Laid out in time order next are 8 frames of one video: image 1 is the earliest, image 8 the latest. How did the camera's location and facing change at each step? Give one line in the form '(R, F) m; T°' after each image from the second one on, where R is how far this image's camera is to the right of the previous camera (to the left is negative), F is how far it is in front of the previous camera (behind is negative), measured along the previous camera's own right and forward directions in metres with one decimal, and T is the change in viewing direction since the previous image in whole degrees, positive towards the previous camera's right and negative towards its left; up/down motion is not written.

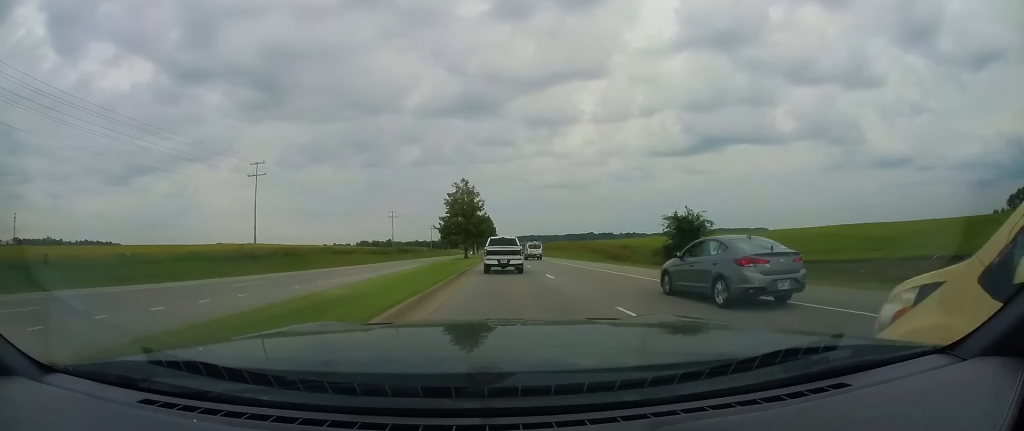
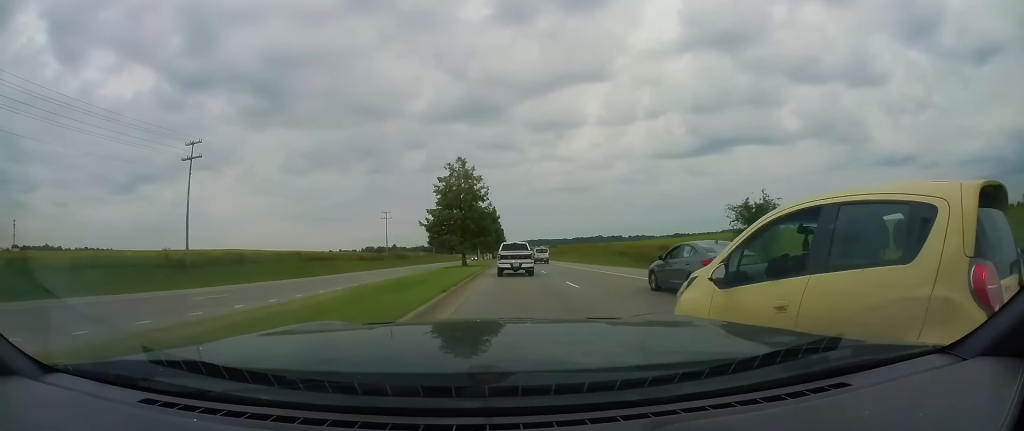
(0.0, +14.9) m; +1°
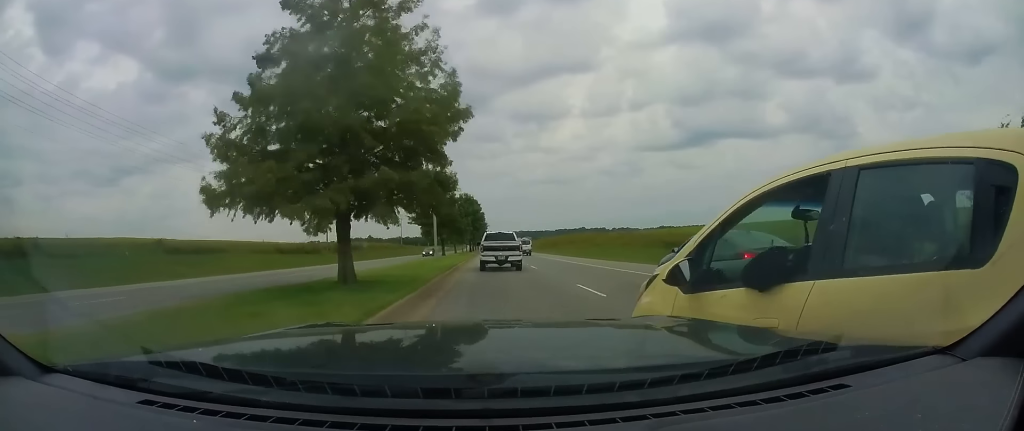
(+0.5, +27.8) m; +1°
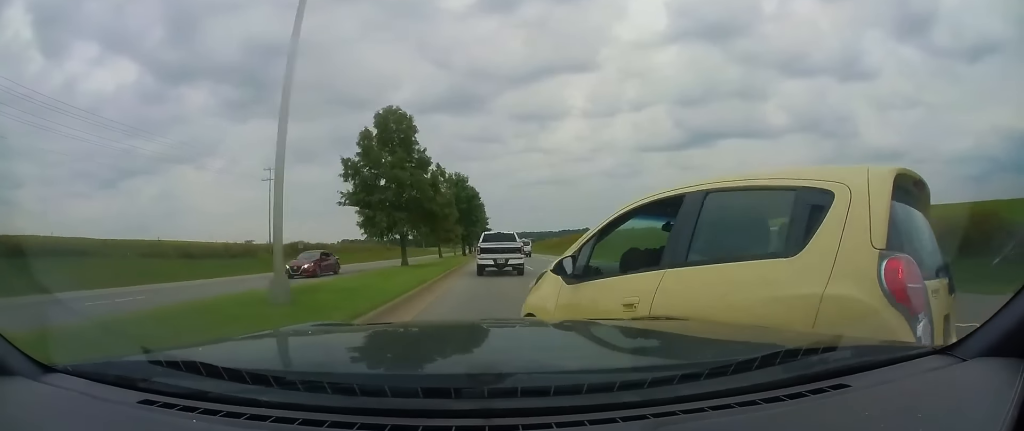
(0.0, +23.4) m; 0°
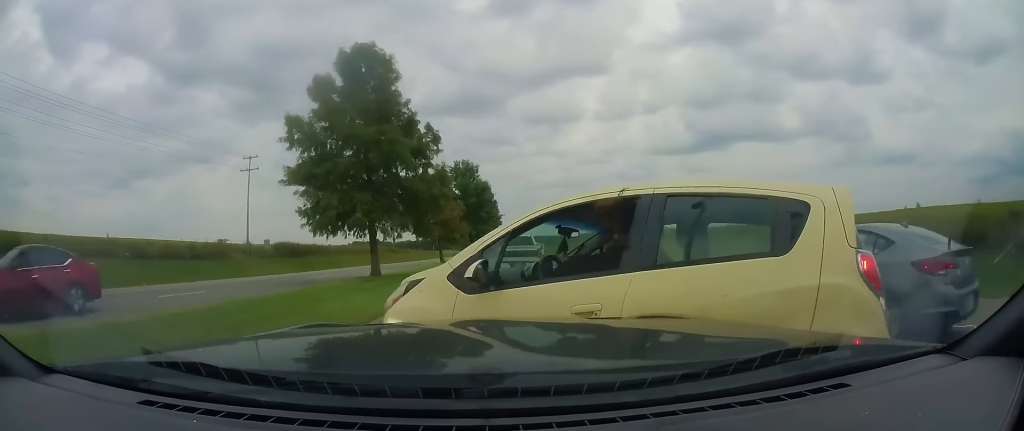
(0.0, +9.3) m; 0°
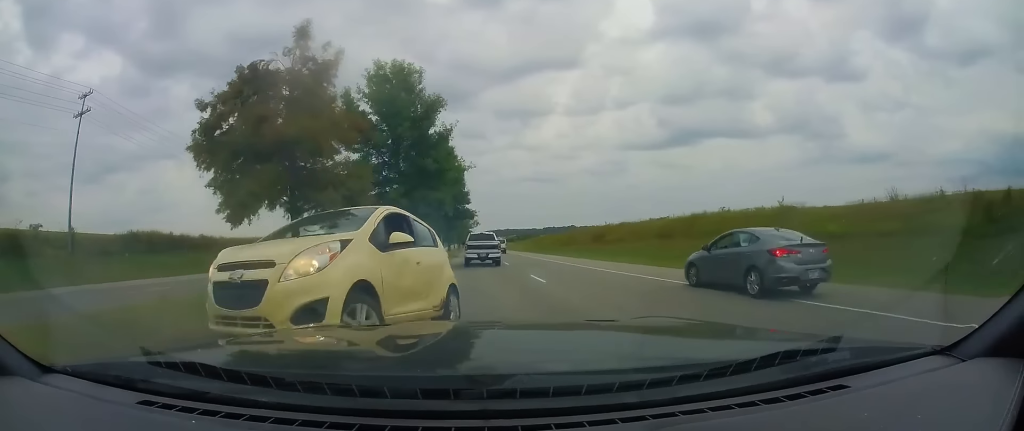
(-0.3, +28.0) m; -2°
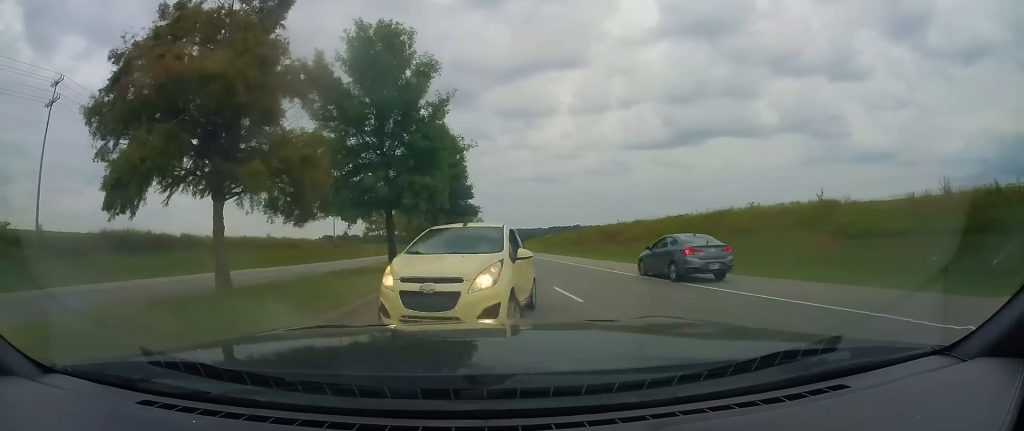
(-0.1, +6.1) m; -1°
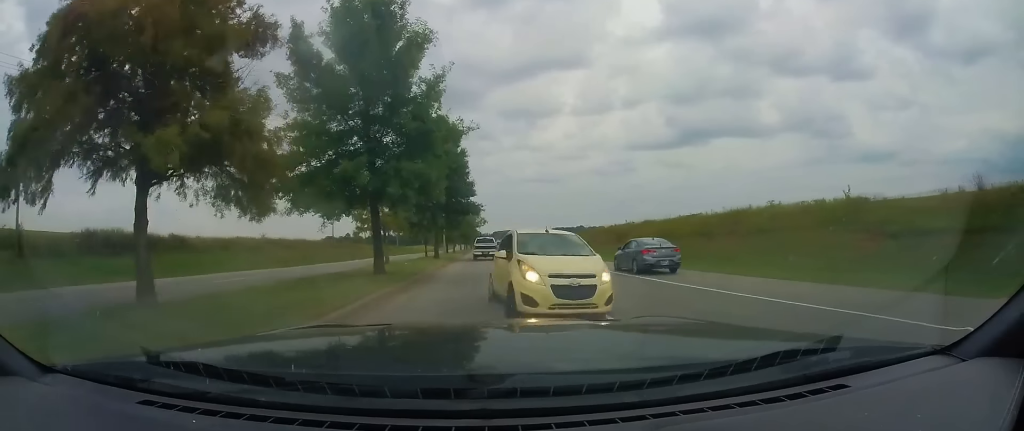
(0.0, +3.9) m; -1°
